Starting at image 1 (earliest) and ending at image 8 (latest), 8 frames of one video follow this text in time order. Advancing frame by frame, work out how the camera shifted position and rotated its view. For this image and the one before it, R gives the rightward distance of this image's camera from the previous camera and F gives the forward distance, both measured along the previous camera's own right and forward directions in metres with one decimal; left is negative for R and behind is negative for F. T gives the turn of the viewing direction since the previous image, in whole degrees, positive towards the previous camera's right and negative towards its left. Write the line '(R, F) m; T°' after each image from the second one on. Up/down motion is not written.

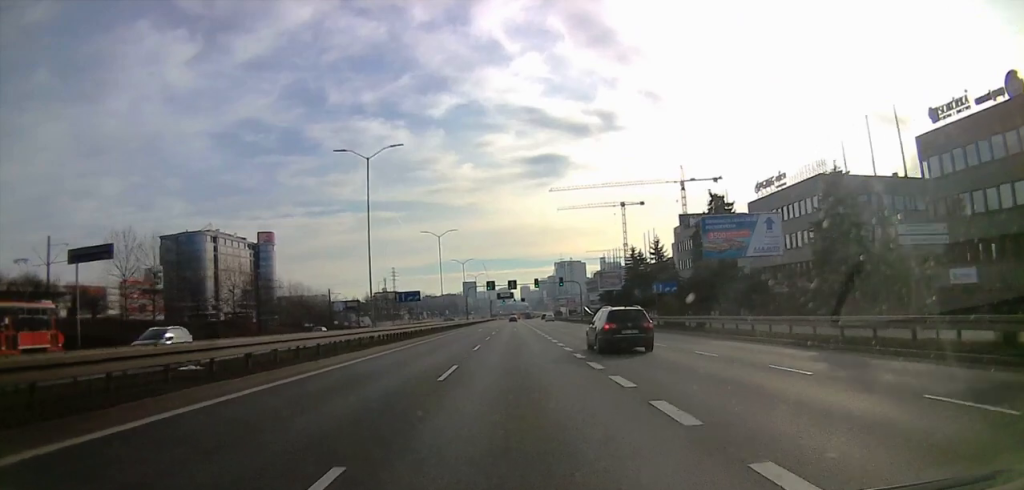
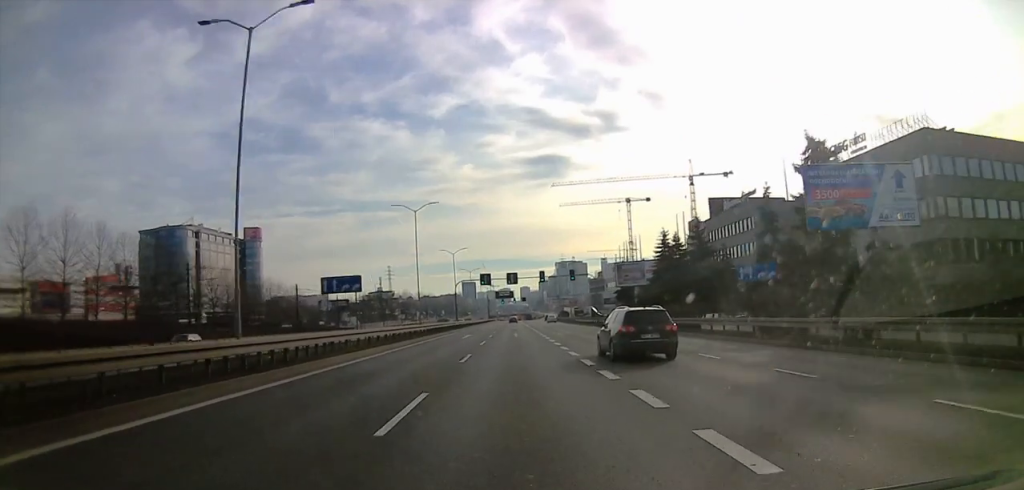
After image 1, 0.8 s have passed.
(0.0, +18.0) m; 0°
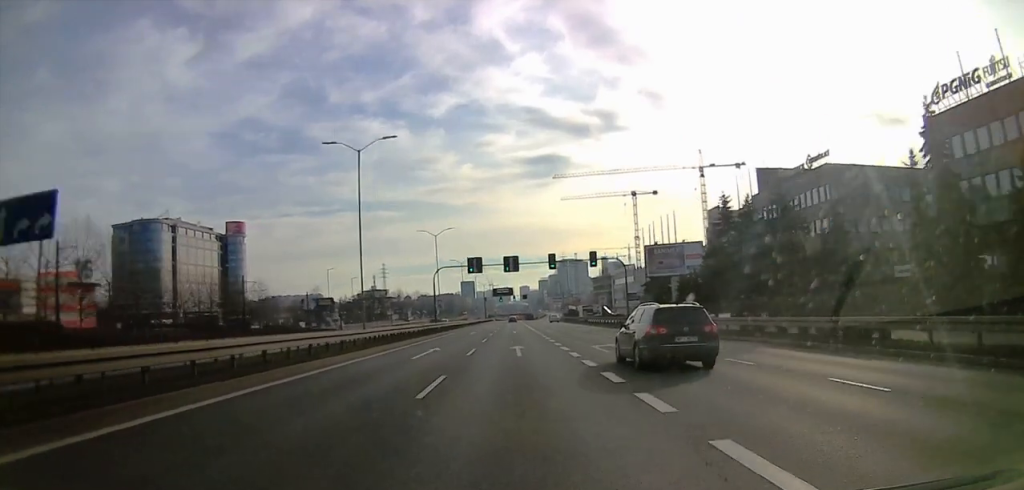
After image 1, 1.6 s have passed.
(+0.1, +20.4) m; 0°
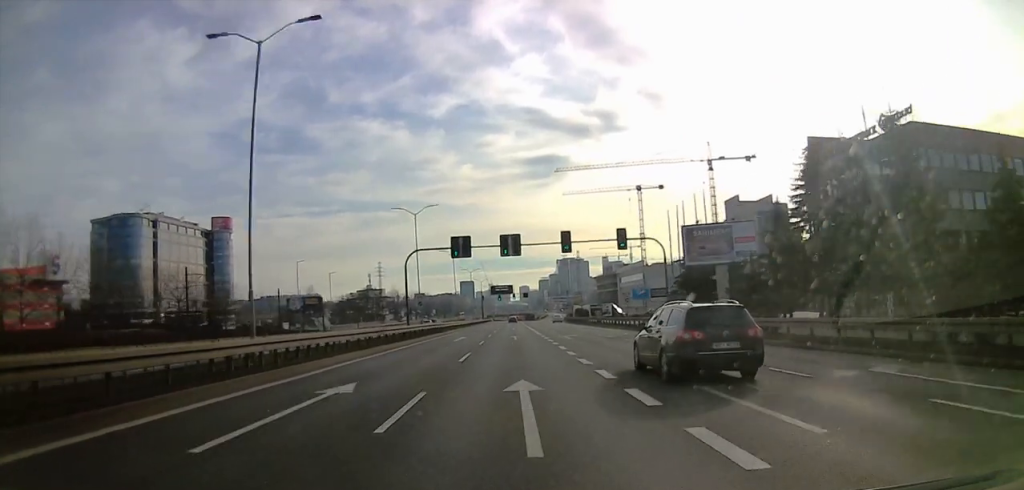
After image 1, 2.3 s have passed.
(+0.1, +14.9) m; 0°
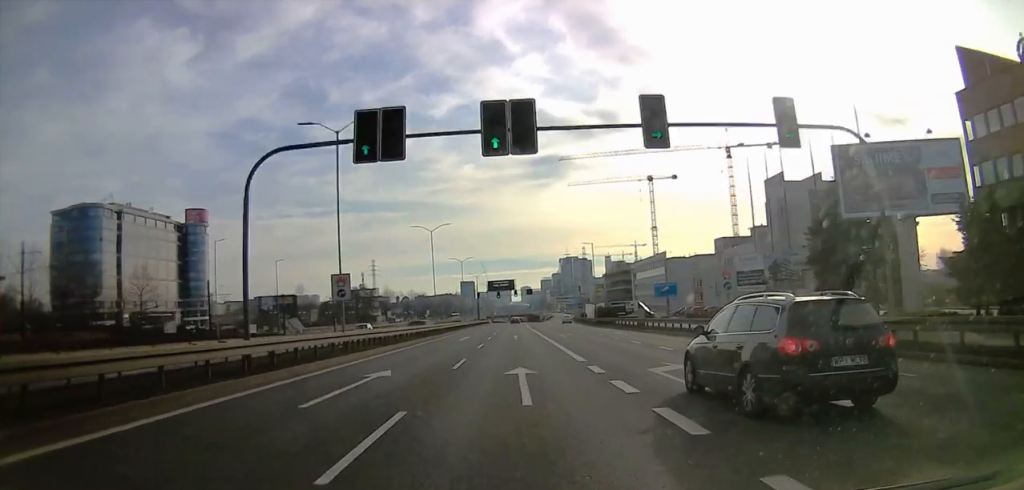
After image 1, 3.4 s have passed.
(-0.4, +26.0) m; -1°
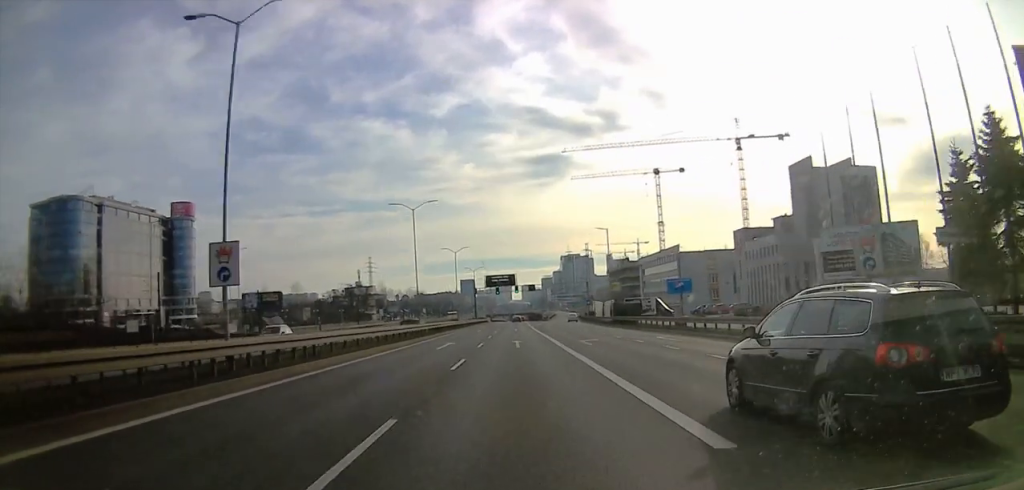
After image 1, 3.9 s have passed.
(-0.2, +12.7) m; +1°
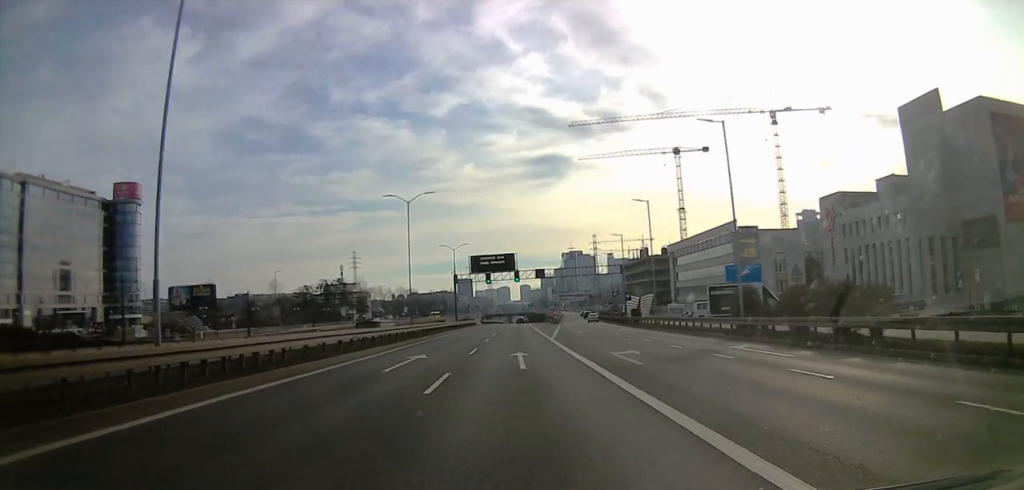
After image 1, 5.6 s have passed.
(+0.5, +40.7) m; 0°
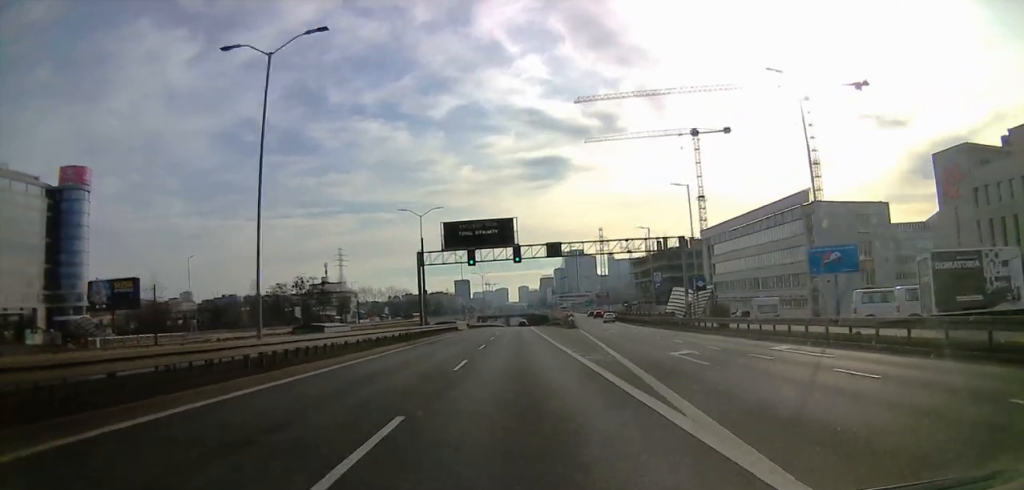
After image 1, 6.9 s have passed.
(-0.2, +30.4) m; 0°
